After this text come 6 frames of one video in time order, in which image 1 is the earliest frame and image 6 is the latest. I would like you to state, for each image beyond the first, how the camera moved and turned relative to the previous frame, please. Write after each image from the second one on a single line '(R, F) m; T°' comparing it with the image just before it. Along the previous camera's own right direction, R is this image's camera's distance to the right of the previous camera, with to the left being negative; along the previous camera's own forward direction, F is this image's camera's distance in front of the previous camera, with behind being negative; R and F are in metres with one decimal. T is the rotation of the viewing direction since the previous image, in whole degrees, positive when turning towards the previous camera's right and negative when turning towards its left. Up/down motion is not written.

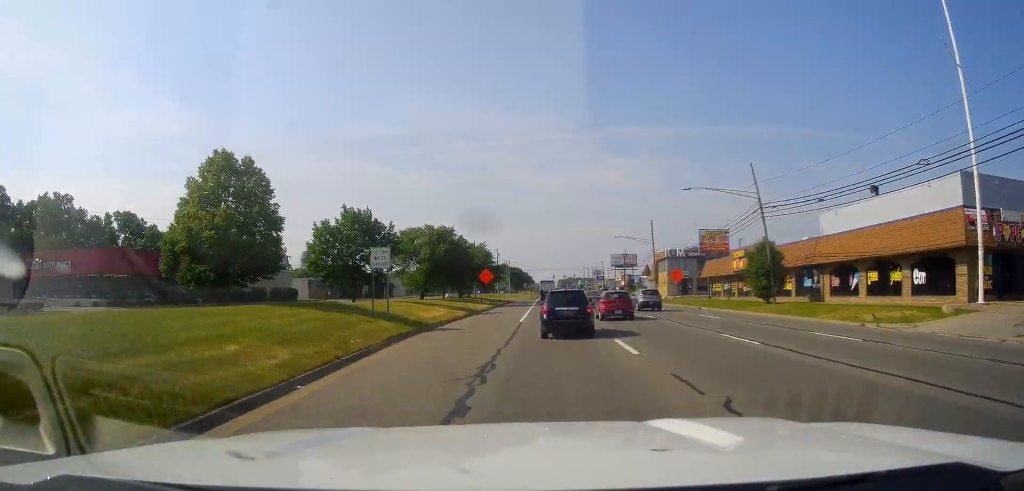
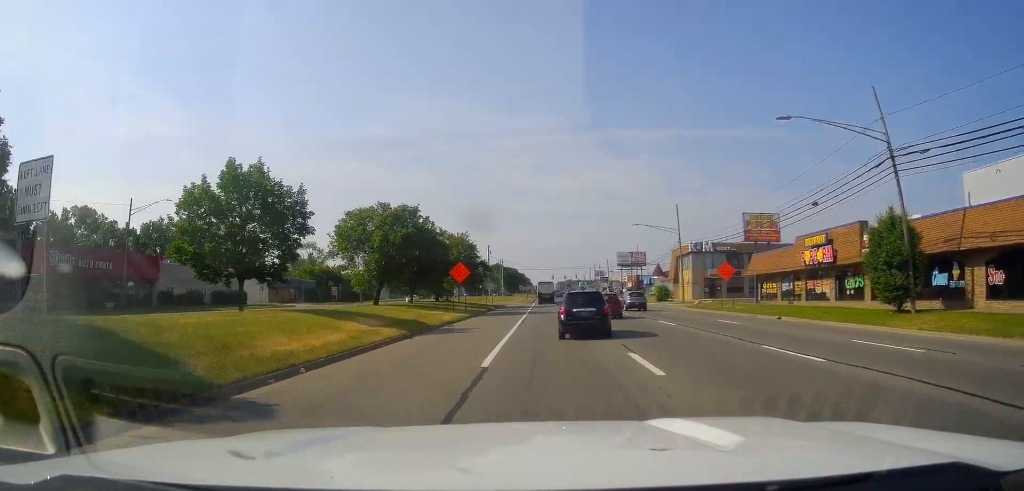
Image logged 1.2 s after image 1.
(+0.6, +19.1) m; +3°
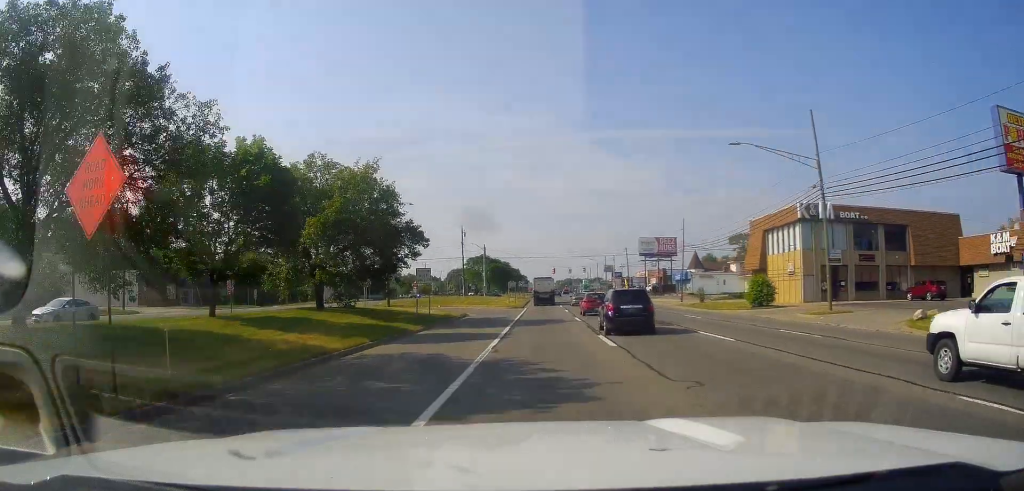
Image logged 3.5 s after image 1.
(-0.2, +38.2) m; -1°
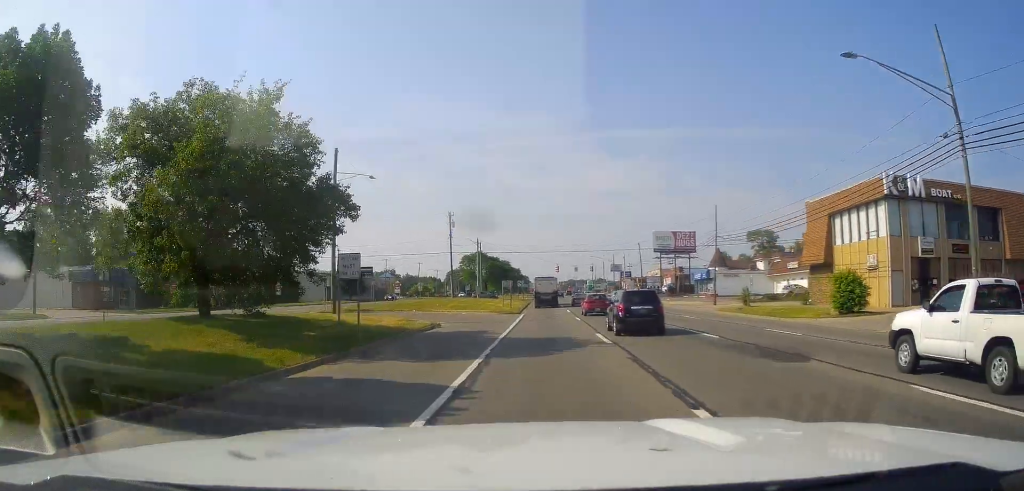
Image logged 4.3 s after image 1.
(-0.3, +13.2) m; 0°
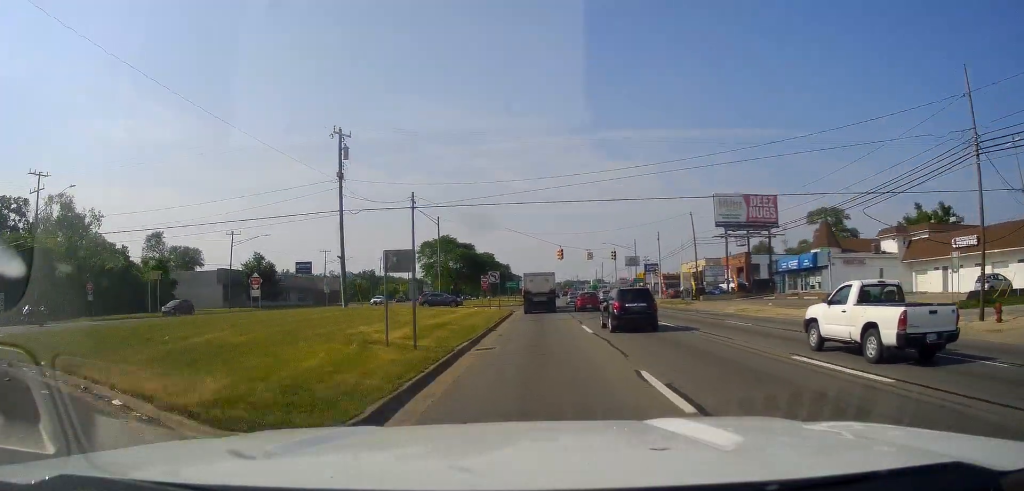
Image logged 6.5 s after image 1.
(+0.9, +41.8) m; +1°
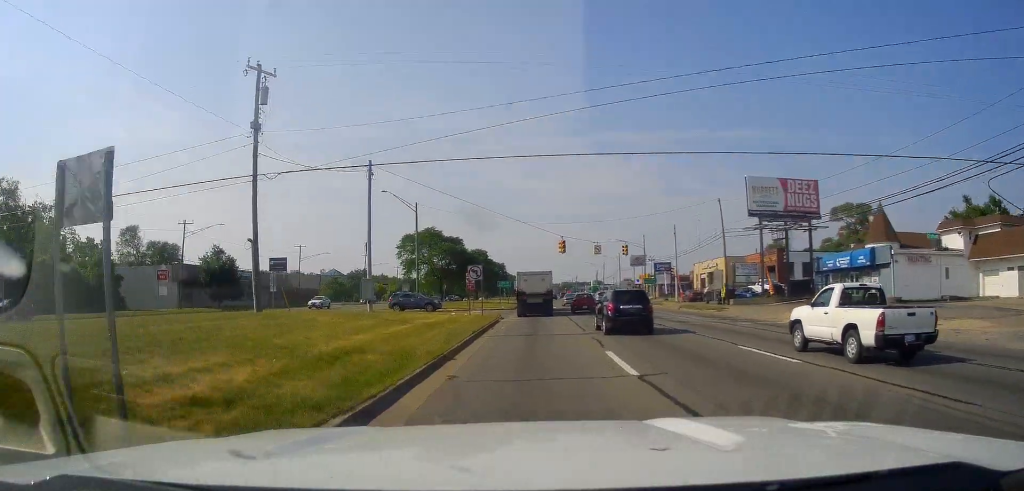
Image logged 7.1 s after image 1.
(+0.1, +11.5) m; -1°
